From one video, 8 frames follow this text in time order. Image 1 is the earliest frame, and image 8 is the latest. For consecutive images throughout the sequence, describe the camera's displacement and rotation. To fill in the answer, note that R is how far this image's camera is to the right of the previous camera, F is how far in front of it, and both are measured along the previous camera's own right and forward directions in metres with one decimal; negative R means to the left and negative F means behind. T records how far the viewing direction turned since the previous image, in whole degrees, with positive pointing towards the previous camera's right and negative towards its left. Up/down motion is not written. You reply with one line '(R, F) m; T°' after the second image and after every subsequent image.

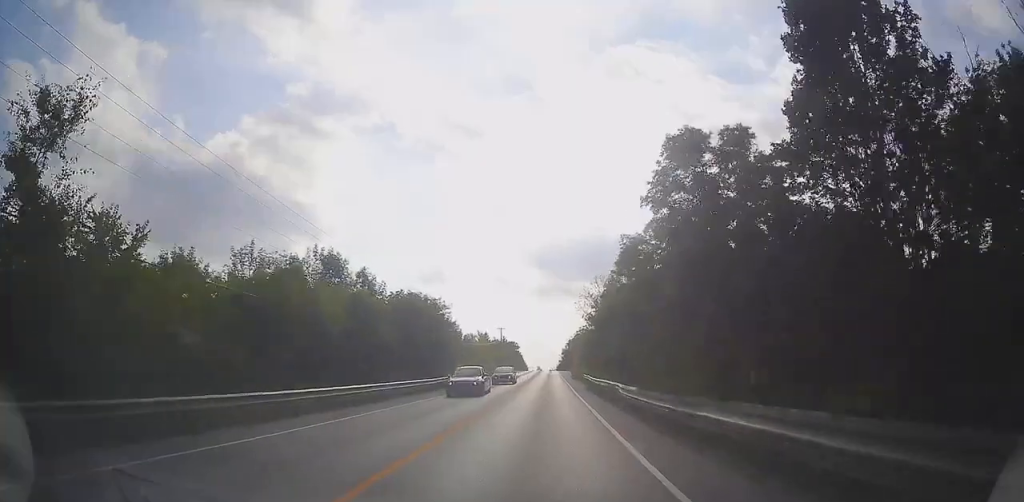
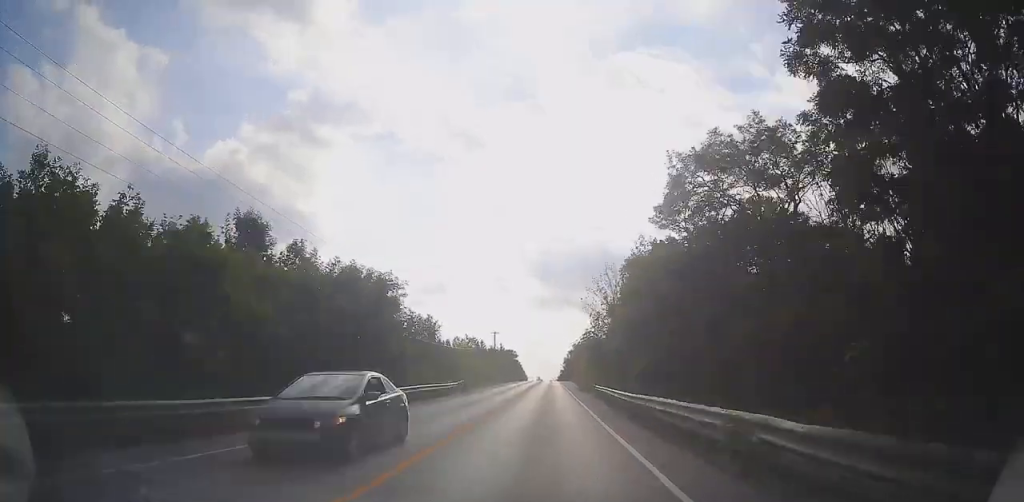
(+0.1, +15.1) m; 0°
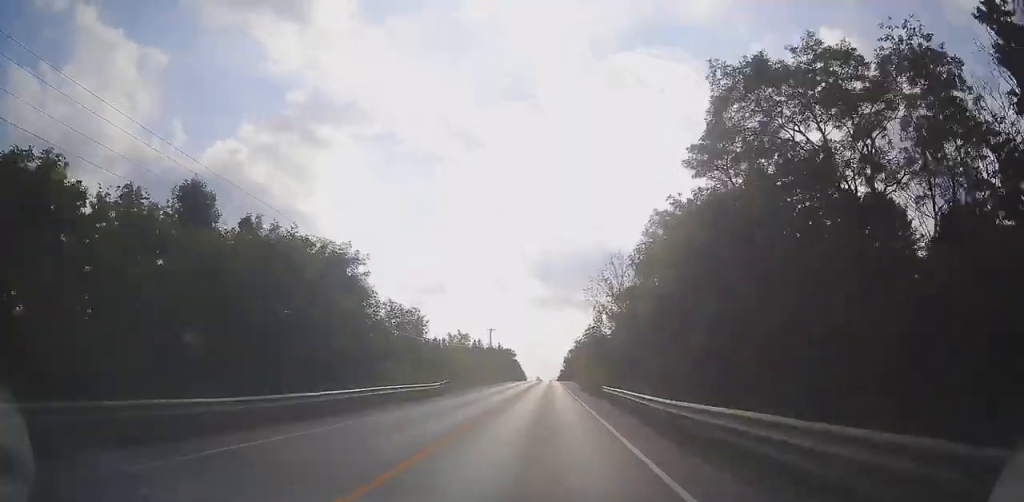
(0.0, +6.8) m; 0°
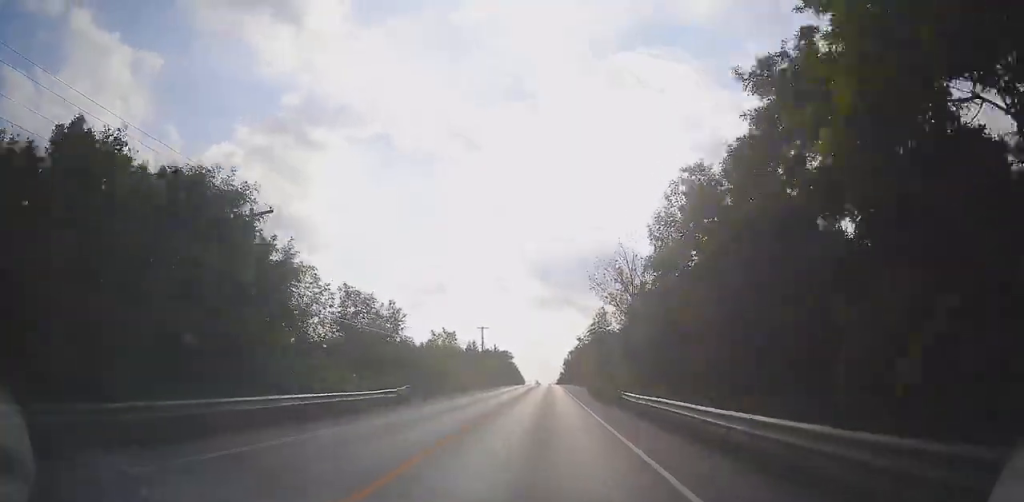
(0.0, +10.6) m; 0°
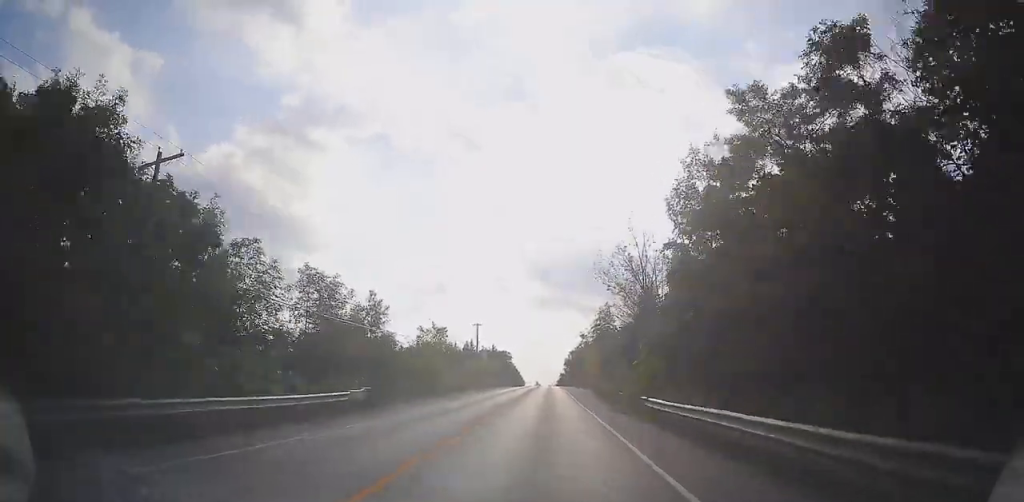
(0.0, +6.4) m; 0°
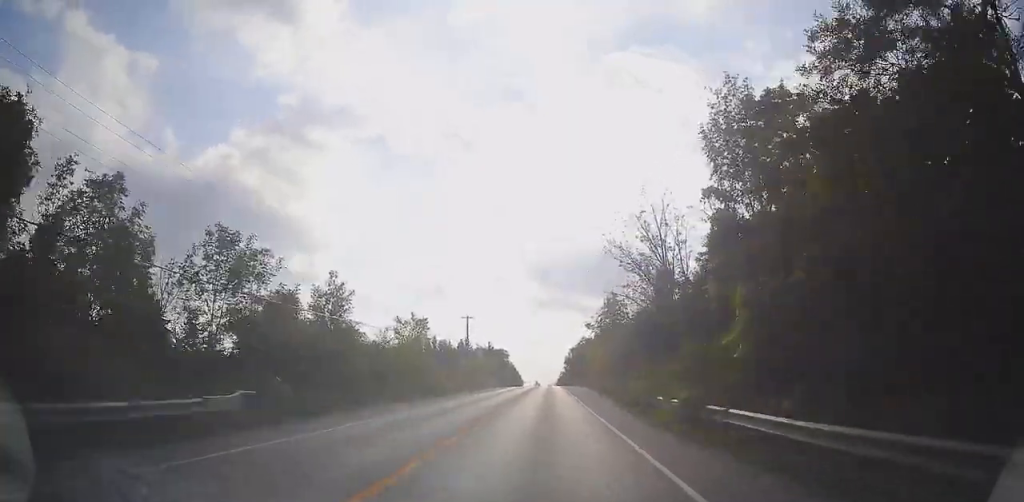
(-0.1, +9.9) m; 0°
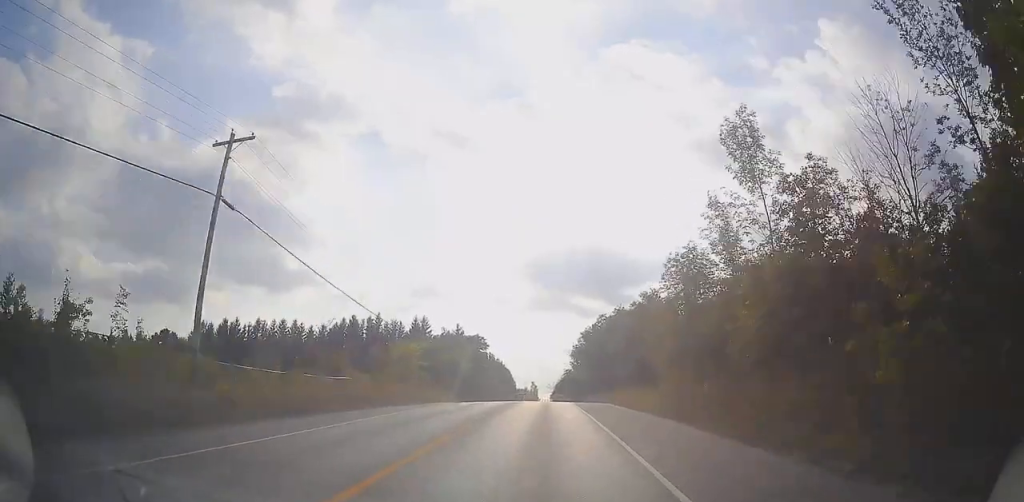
(+1.3, +58.9) m; -1°
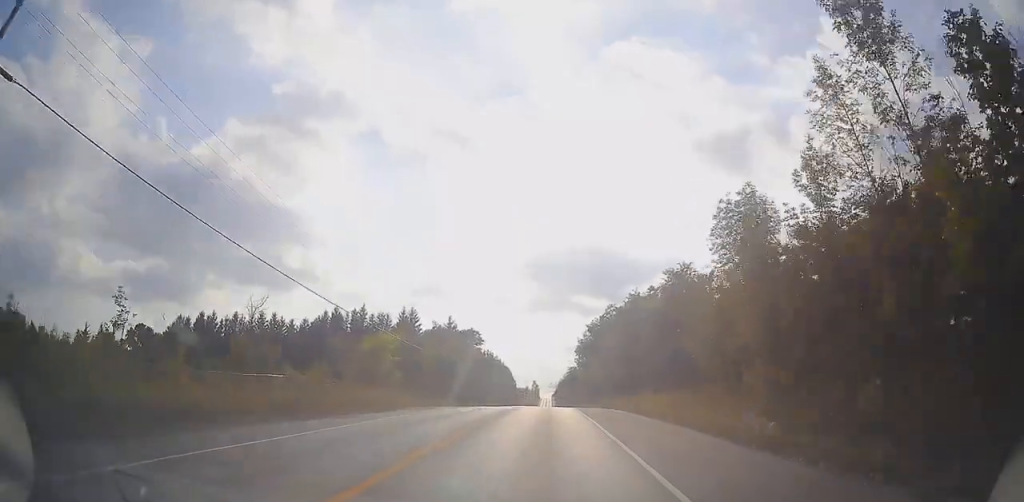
(-1.1, +10.7) m; -2°
